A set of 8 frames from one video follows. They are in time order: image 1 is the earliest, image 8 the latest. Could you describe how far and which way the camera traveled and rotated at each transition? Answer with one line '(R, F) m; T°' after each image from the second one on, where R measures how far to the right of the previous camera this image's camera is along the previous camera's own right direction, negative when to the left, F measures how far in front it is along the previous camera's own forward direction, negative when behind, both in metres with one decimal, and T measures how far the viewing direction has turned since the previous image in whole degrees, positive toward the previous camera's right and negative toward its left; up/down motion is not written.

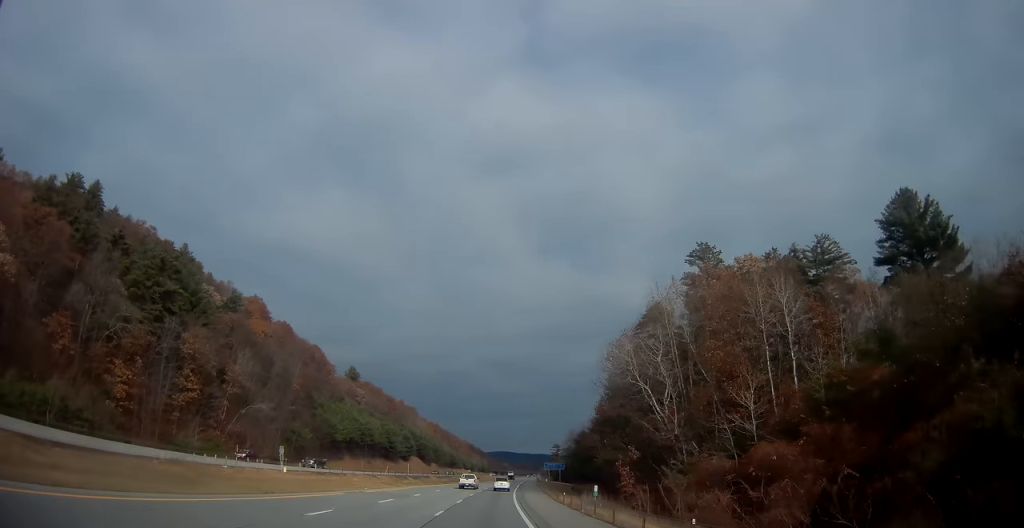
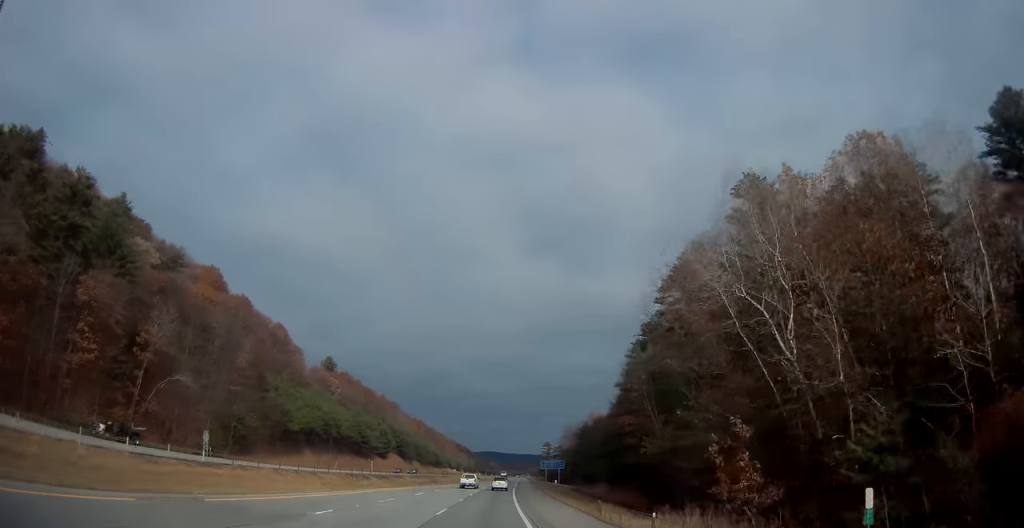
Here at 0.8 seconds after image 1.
(+0.3, +23.8) m; +1°
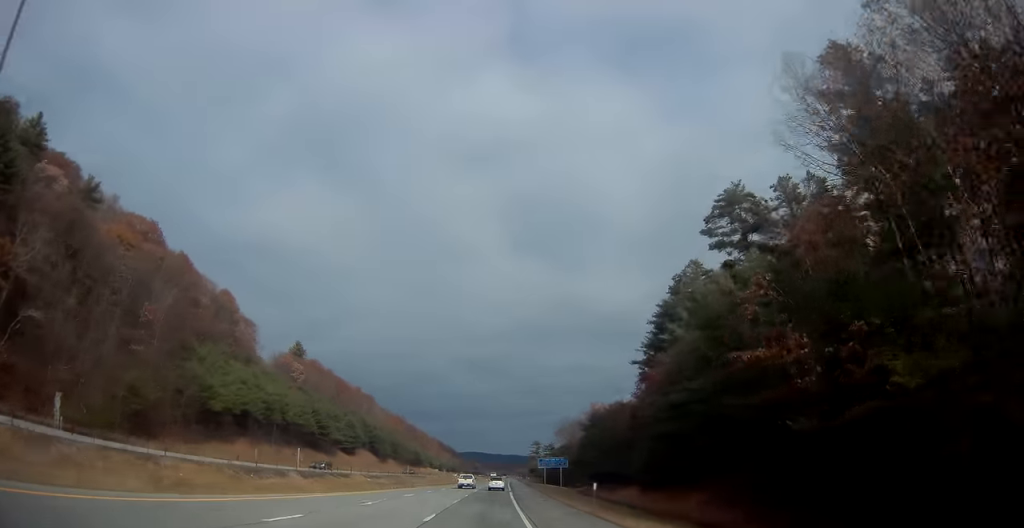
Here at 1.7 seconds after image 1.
(+0.3, +27.7) m; +1°
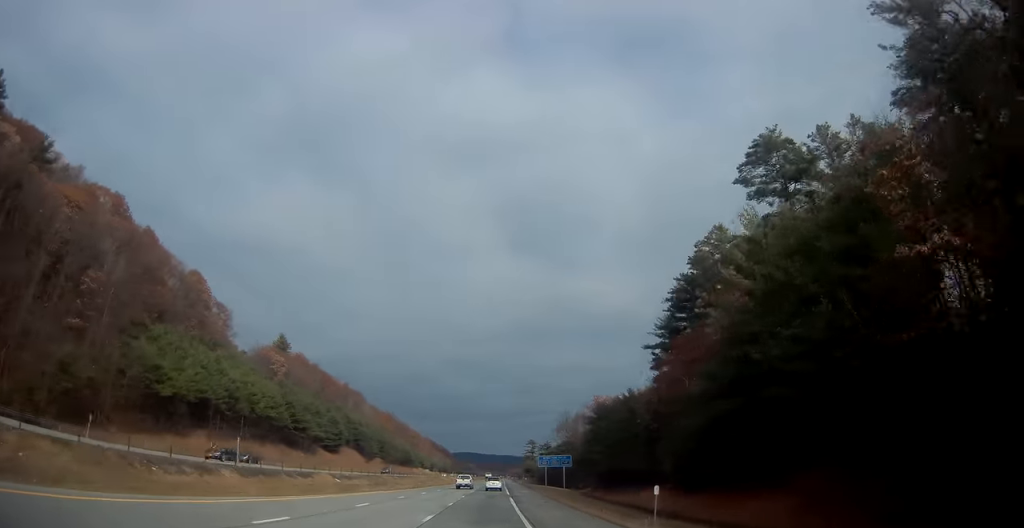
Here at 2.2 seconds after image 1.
(0.0, +12.9) m; +1°
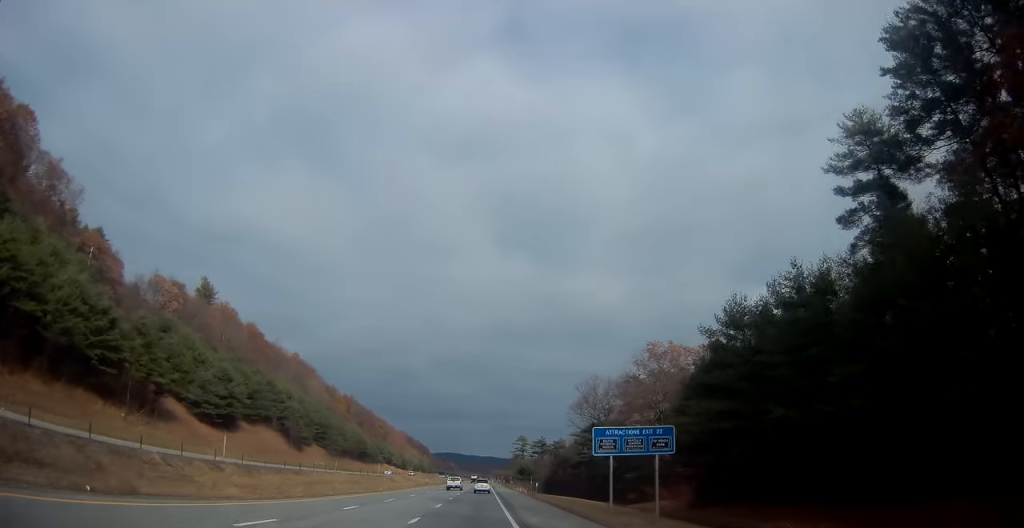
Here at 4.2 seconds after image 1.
(+1.3, +61.1) m; +2°
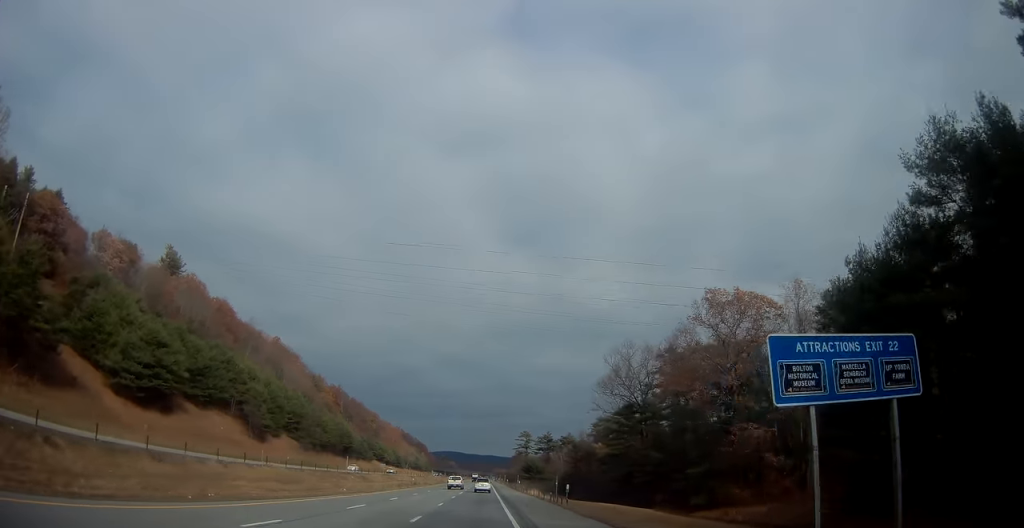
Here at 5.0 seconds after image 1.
(+0.2, +24.1) m; +1°
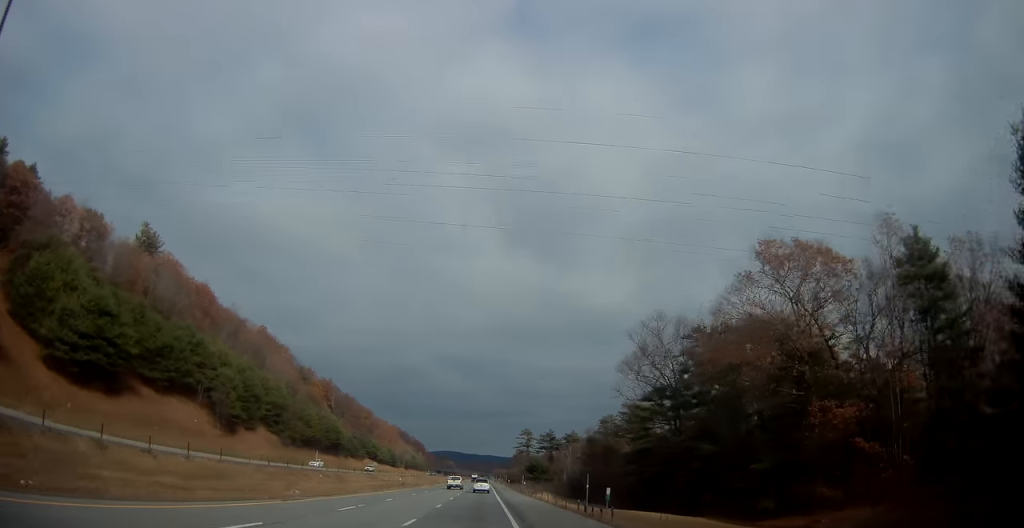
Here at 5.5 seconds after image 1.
(0.0, +14.0) m; 0°
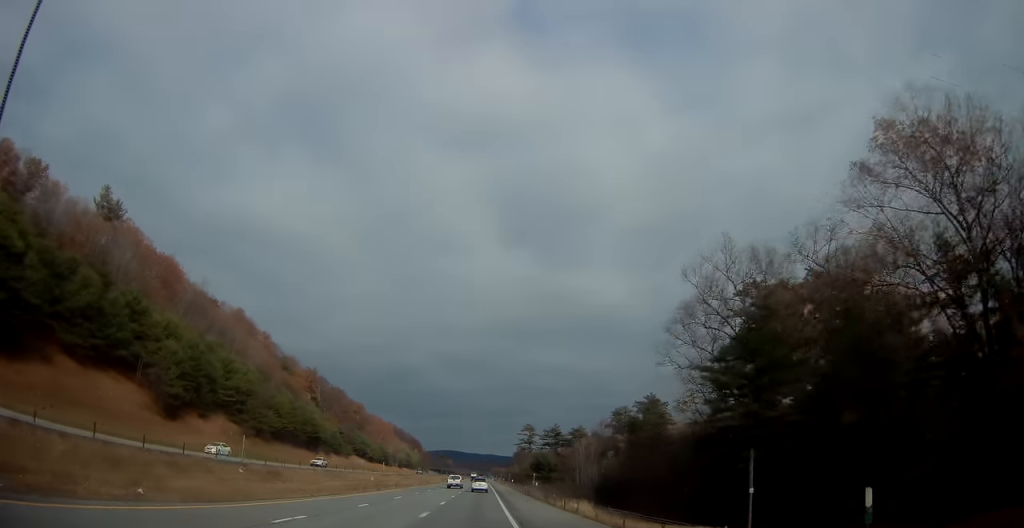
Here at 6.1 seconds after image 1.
(0.0, +20.1) m; 0°
